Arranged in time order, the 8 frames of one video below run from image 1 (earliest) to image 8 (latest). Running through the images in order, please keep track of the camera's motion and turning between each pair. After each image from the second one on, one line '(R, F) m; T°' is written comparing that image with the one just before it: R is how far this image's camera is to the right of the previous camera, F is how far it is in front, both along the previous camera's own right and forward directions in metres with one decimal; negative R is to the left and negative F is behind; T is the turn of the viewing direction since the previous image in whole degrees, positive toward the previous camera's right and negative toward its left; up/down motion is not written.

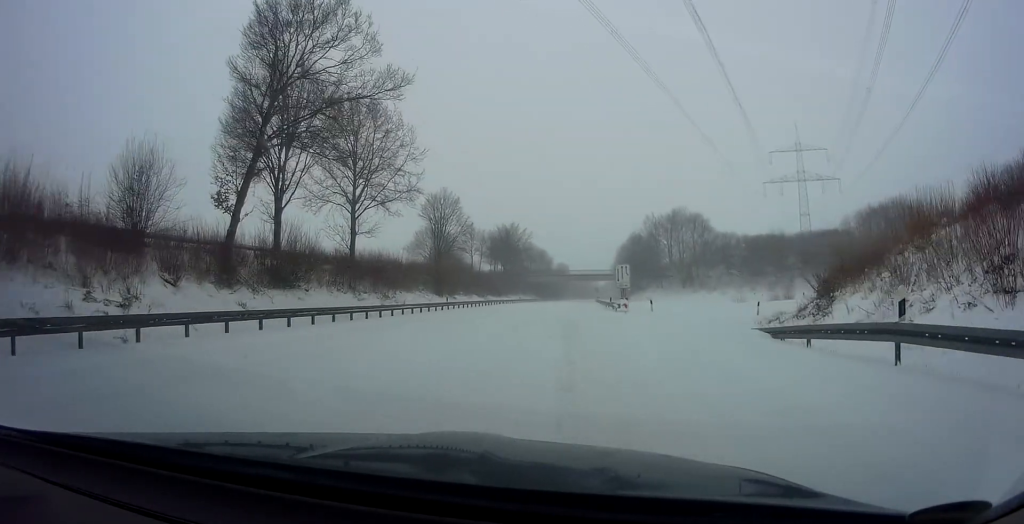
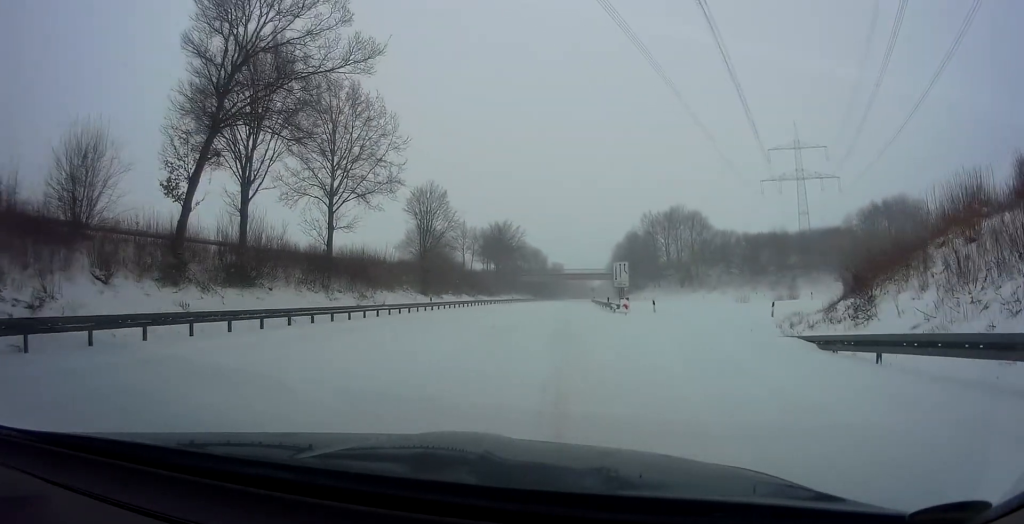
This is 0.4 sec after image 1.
(-0.1, +3.1) m; 0°
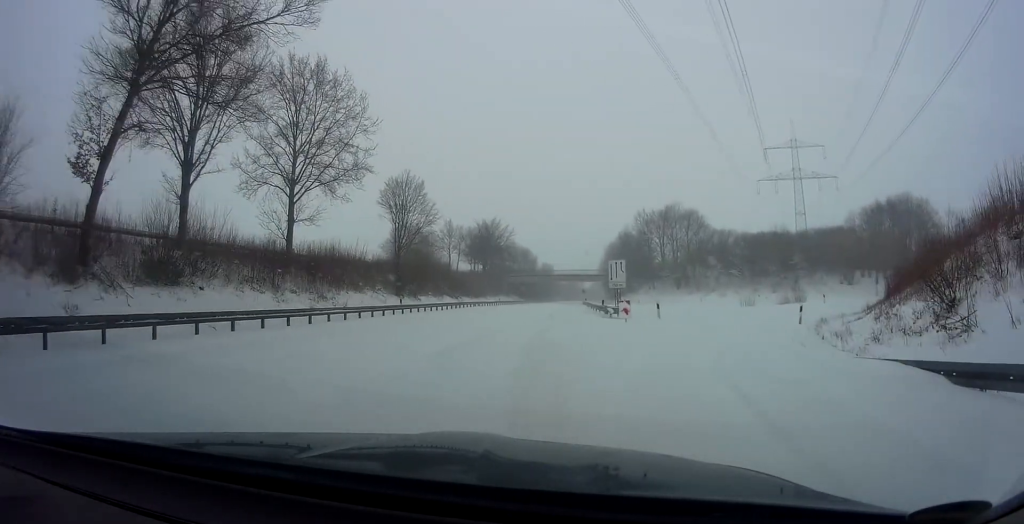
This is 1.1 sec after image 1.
(-0.3, +4.8) m; +1°
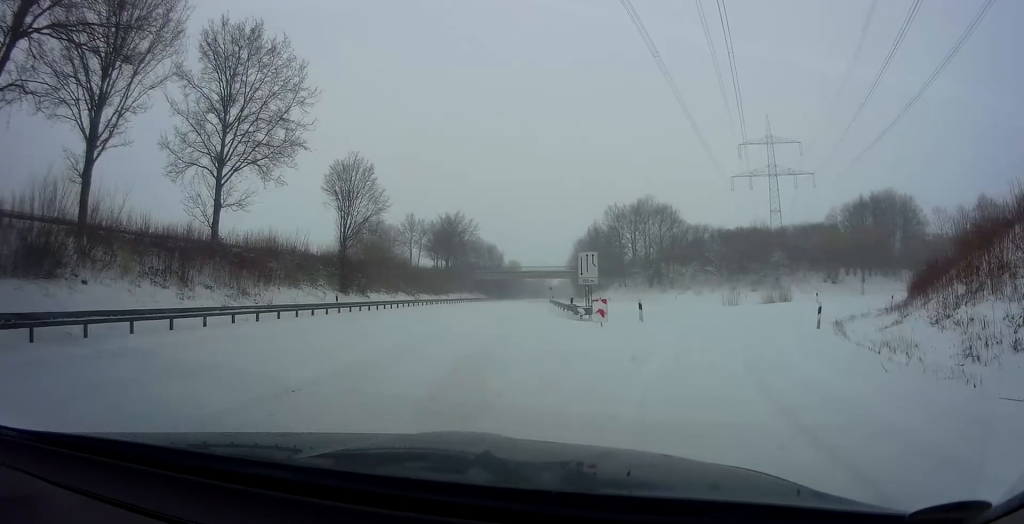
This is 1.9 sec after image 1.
(+0.4, +4.9) m; +8°
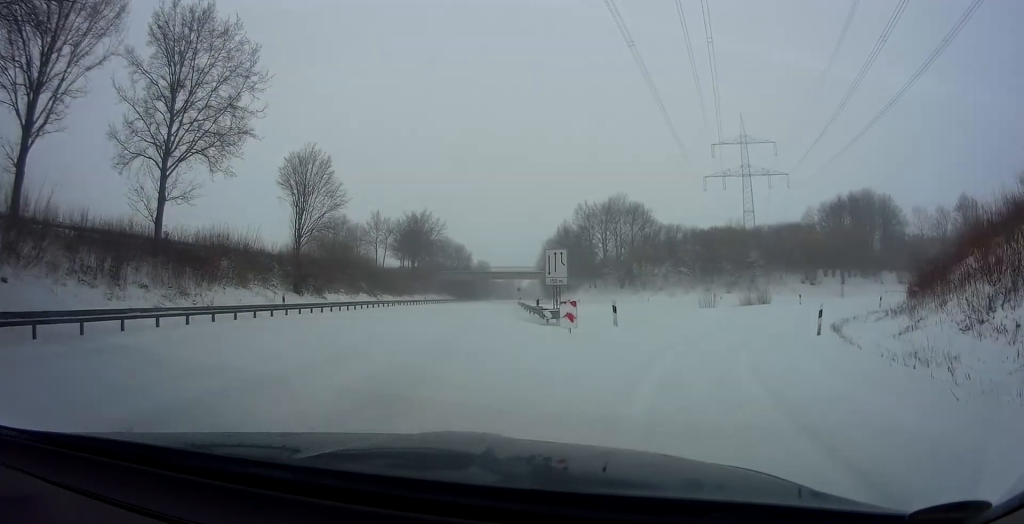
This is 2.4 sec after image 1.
(+0.1, +2.5) m; +3°
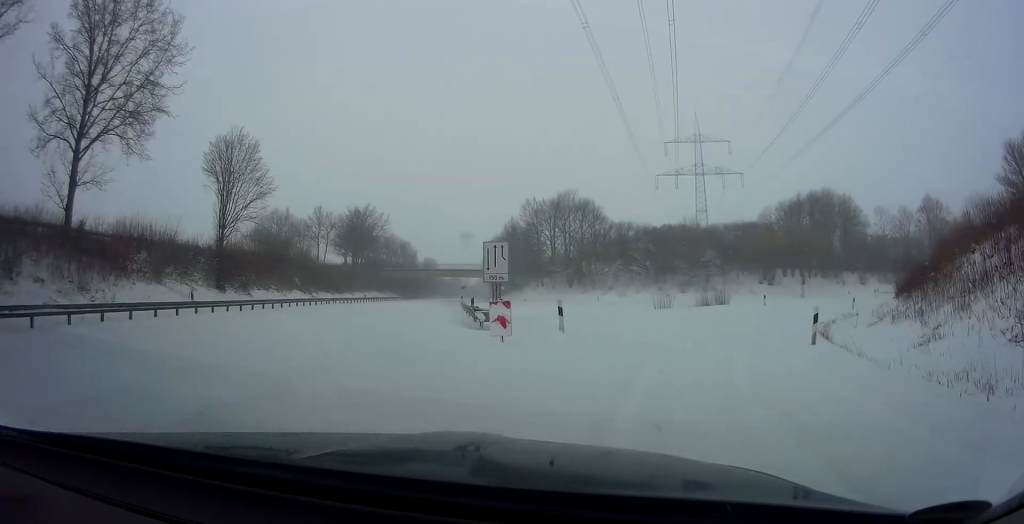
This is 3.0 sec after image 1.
(+0.2, +3.4) m; +4°
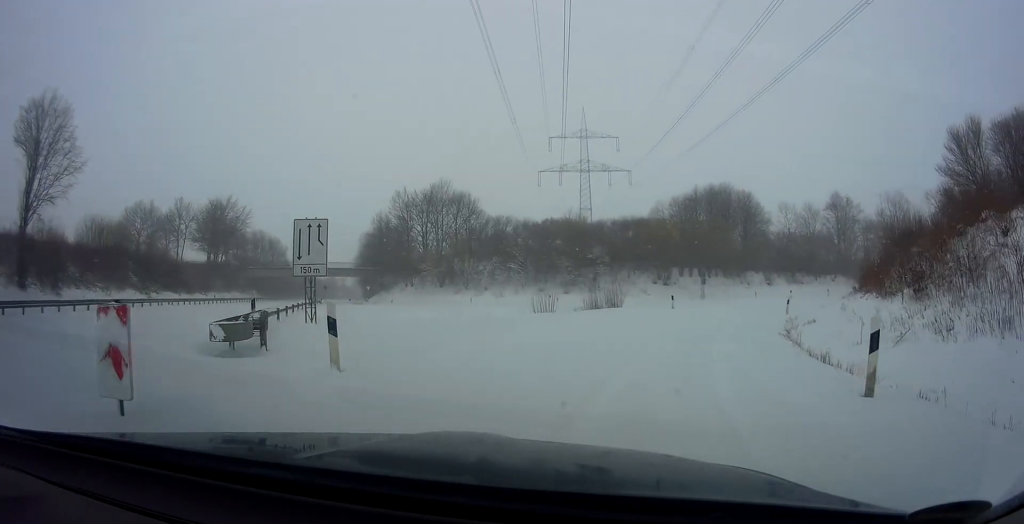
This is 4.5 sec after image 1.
(+0.9, +8.5) m; +11°
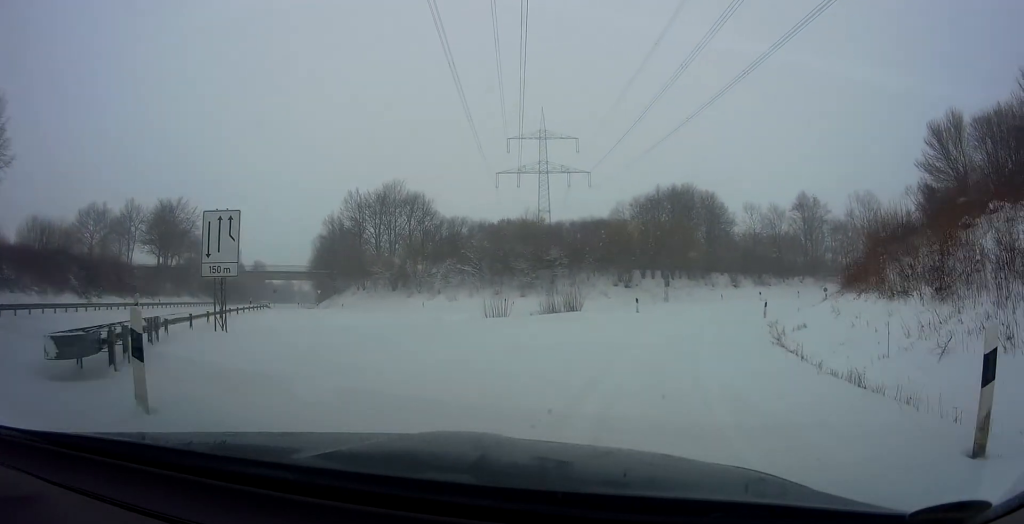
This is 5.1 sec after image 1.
(+0.3, +2.9) m; +2°
